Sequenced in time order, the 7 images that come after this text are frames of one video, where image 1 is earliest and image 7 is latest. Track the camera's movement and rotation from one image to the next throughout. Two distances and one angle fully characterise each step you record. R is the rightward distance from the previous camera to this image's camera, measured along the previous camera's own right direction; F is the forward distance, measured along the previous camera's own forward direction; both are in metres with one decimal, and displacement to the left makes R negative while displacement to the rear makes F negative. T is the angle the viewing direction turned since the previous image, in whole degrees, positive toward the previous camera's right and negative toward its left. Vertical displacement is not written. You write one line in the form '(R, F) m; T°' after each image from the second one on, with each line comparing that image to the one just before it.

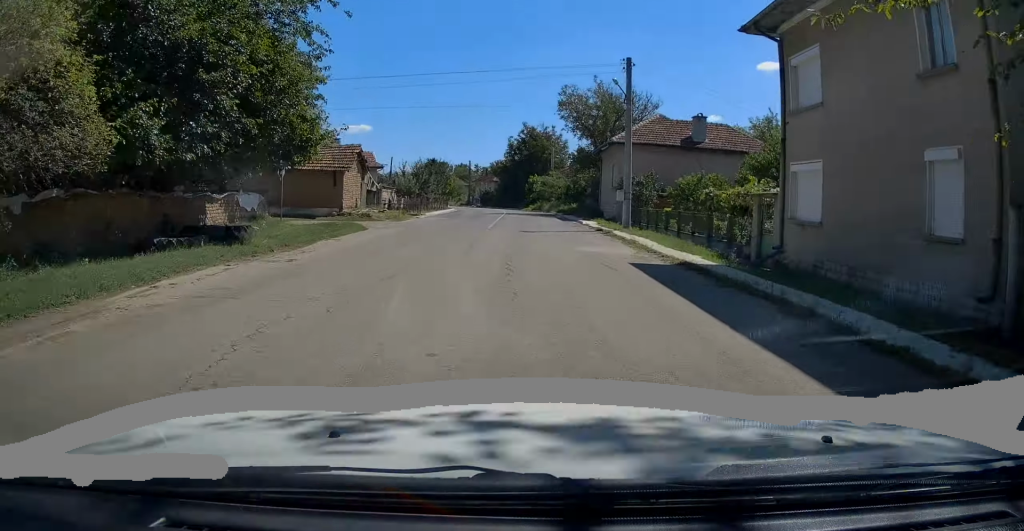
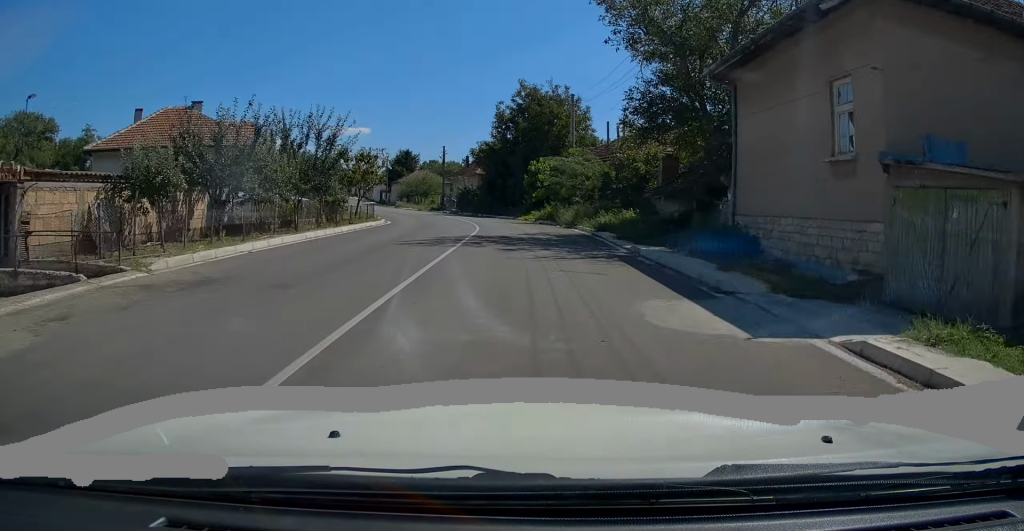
(-0.2, +30.3) m; 0°
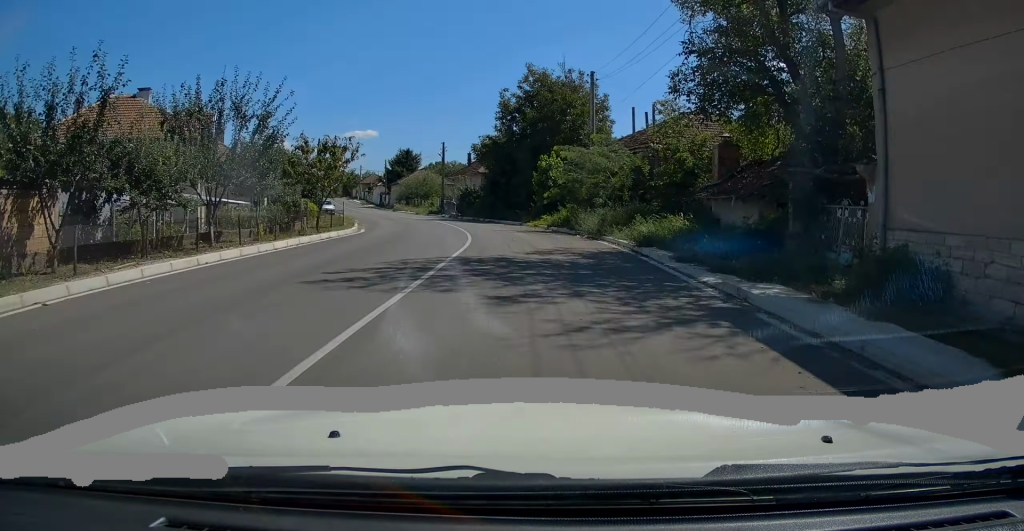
(0.0, +7.1) m; 0°
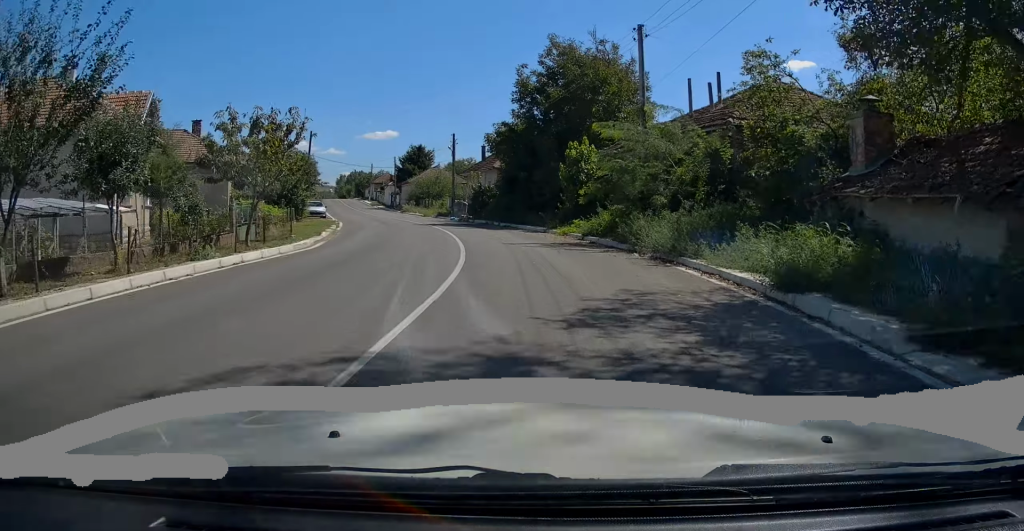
(+0.2, +8.1) m; -2°
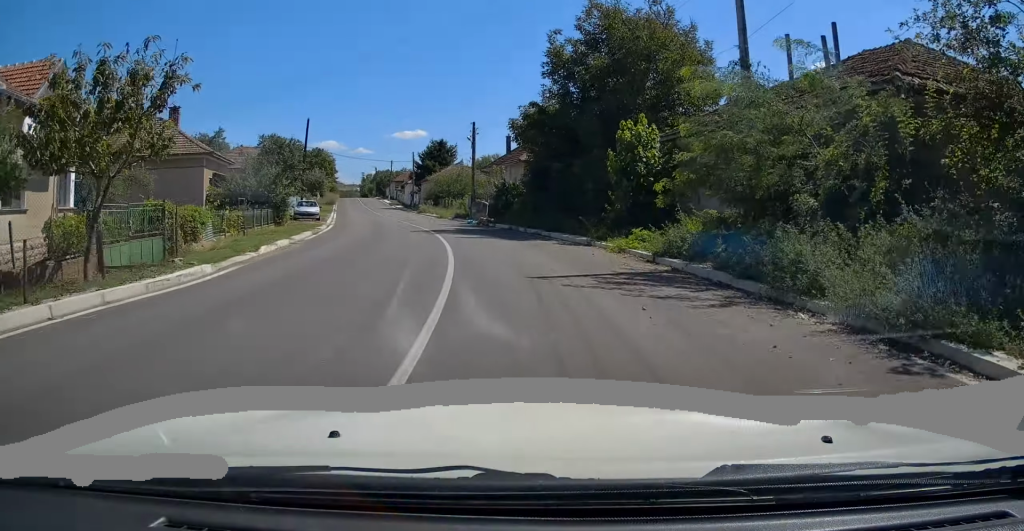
(-0.4, +7.7) m; -3°
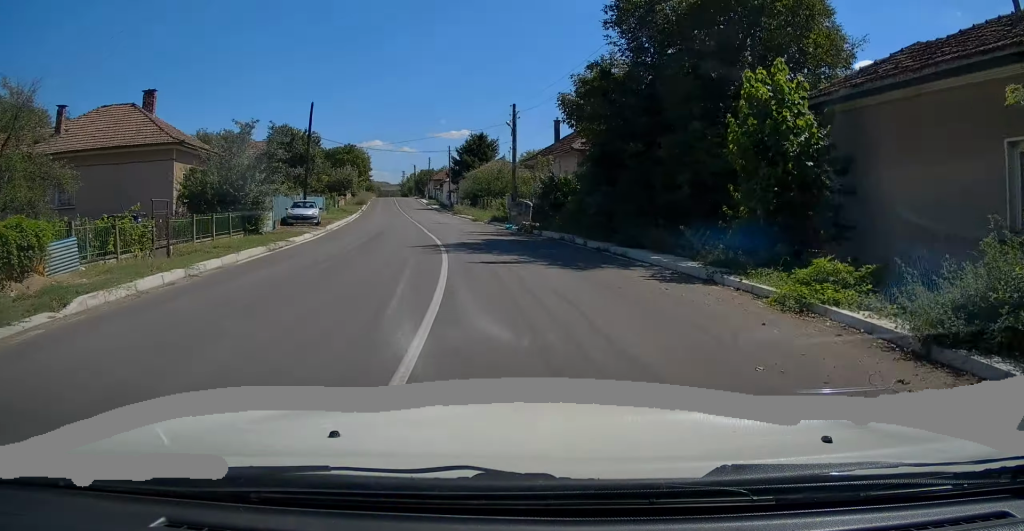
(-0.3, +8.5) m; -4°
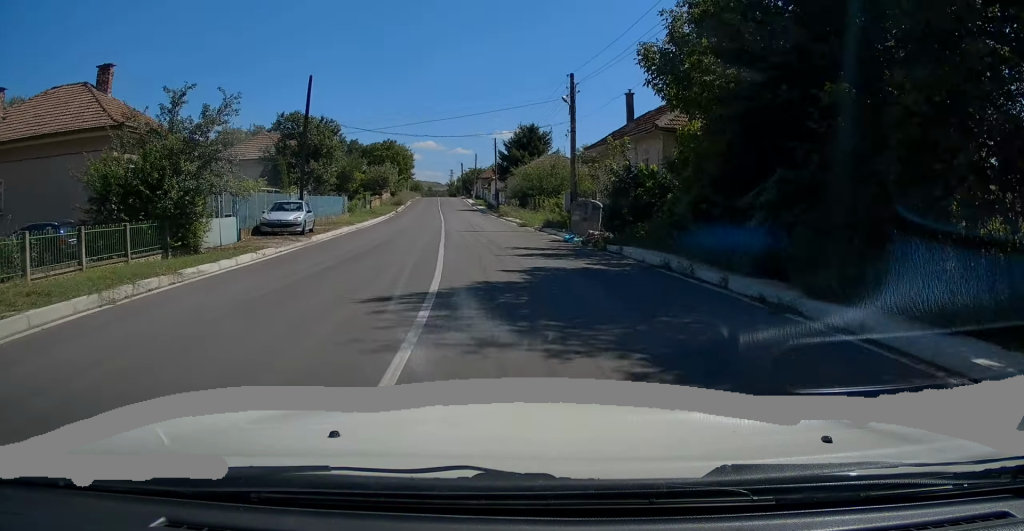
(-0.3, +8.9) m; -4°
